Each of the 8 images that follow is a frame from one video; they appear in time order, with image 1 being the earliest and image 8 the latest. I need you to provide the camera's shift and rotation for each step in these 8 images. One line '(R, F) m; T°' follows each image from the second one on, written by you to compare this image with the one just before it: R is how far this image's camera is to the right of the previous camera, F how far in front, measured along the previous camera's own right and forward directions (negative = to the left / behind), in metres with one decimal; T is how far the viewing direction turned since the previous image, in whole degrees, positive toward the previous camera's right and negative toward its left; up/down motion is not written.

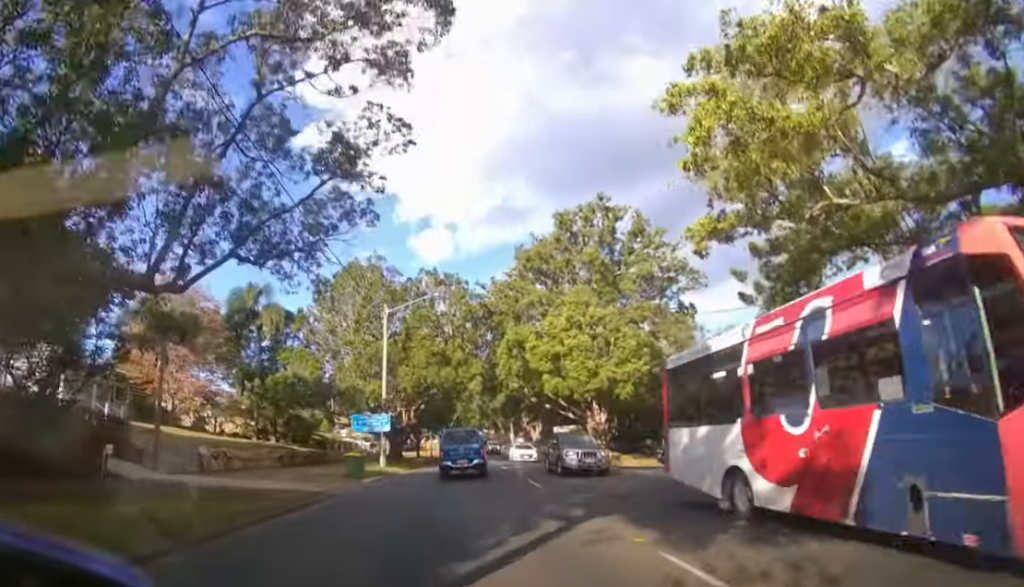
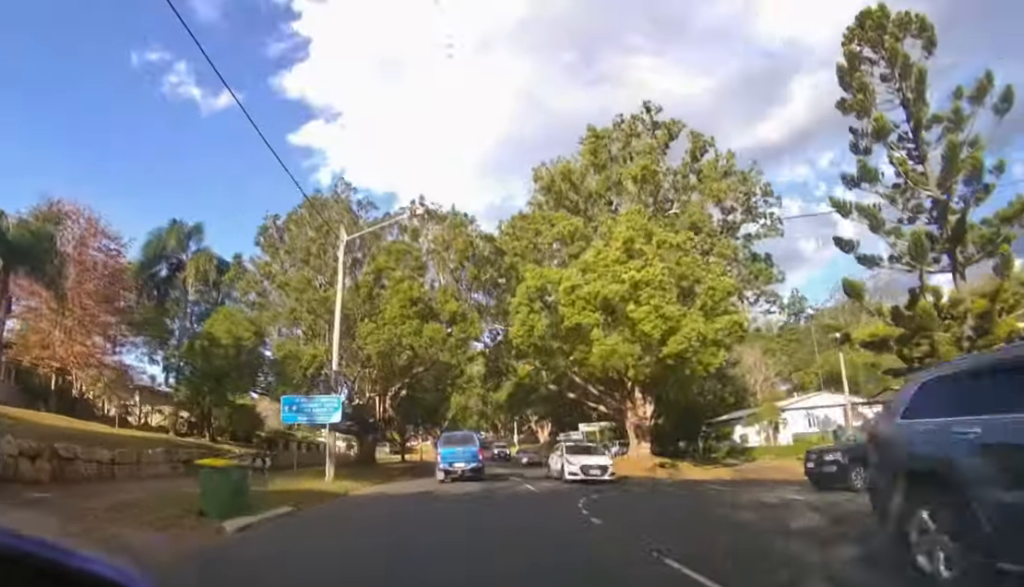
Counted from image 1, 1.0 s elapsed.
(+0.1, +13.4) m; 0°
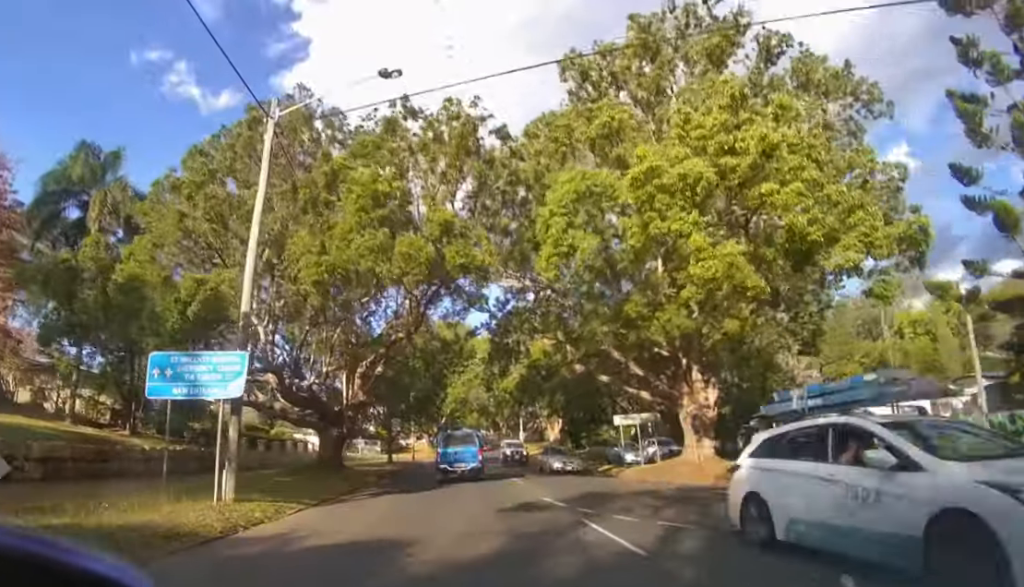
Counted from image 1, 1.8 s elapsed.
(0.0, +9.0) m; 0°
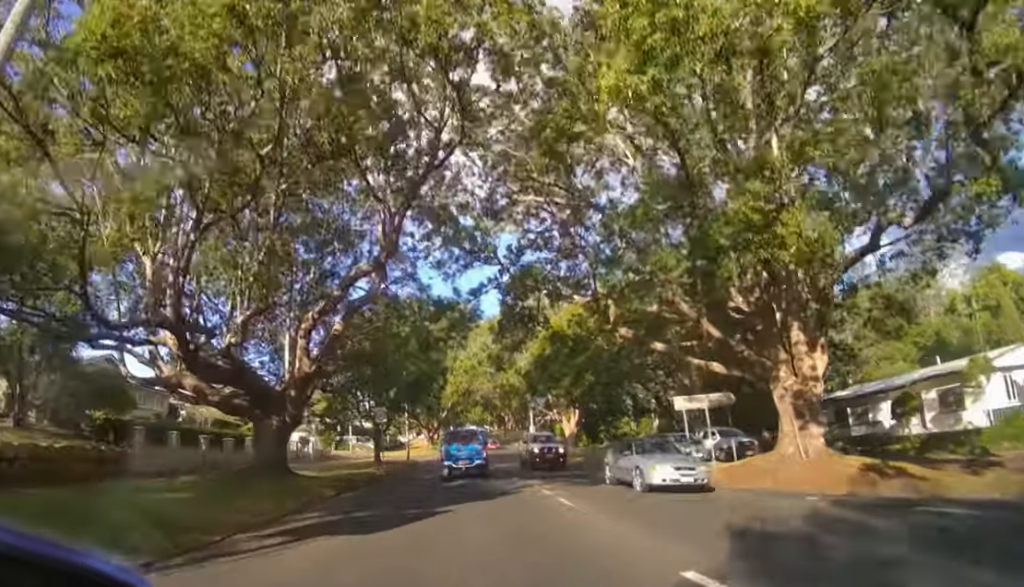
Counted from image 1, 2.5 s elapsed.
(0.0, +7.5) m; 0°
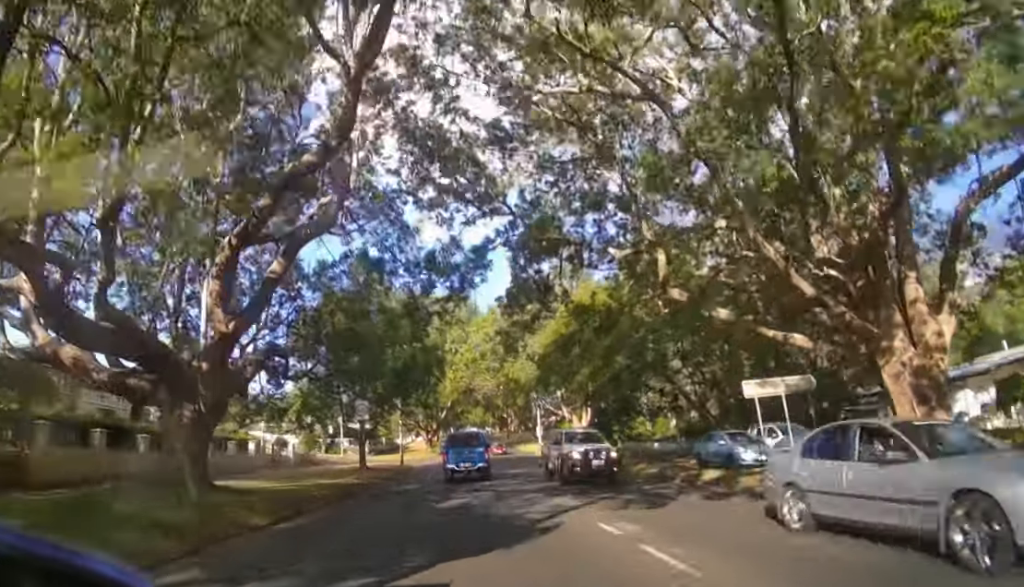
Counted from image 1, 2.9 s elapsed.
(0.0, +4.4) m; 0°
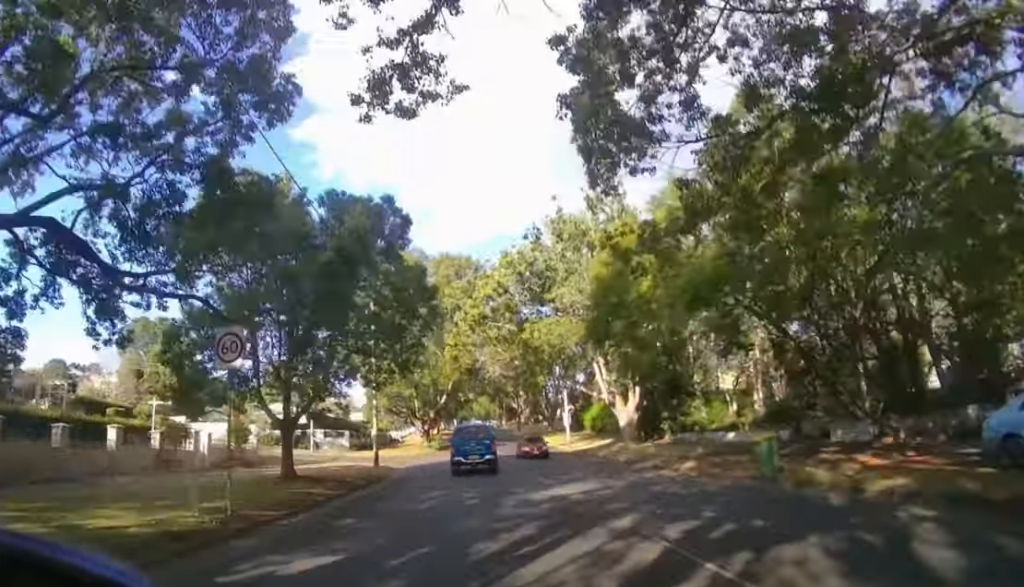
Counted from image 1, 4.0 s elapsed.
(0.0, +11.2) m; 0°
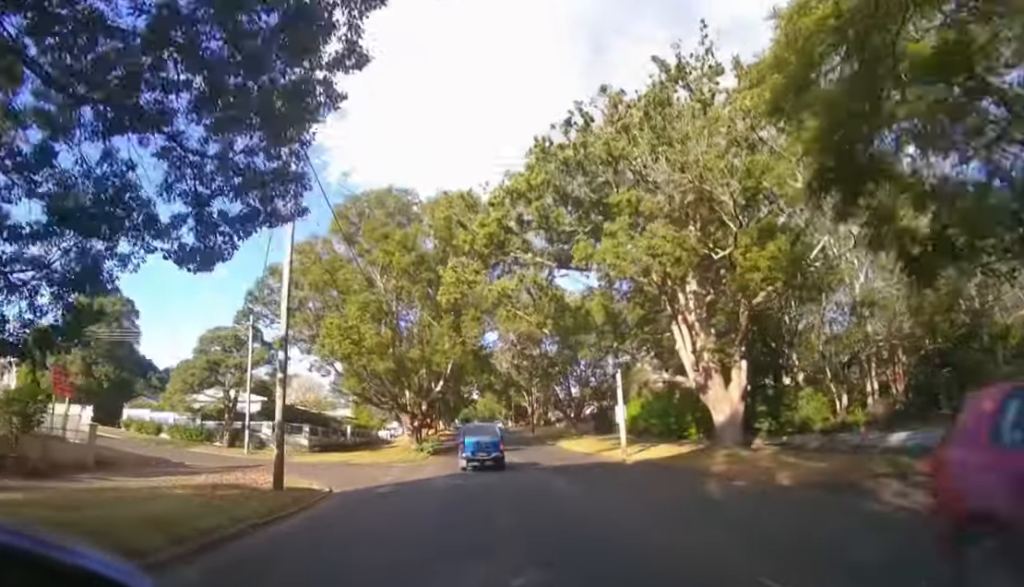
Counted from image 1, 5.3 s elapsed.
(-0.2, +13.5) m; -1°
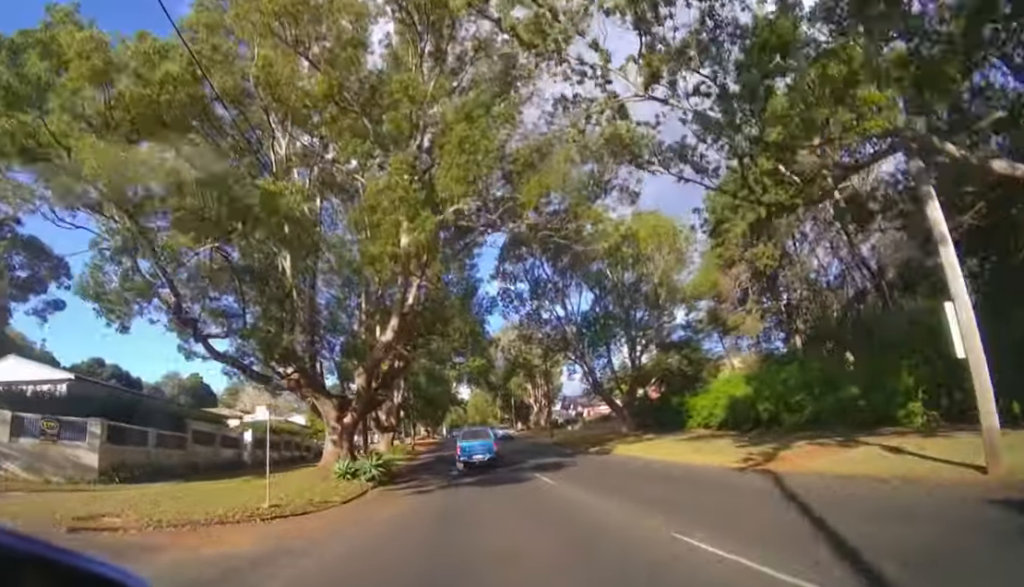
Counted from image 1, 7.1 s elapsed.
(+0.1, +21.8) m; +2°
